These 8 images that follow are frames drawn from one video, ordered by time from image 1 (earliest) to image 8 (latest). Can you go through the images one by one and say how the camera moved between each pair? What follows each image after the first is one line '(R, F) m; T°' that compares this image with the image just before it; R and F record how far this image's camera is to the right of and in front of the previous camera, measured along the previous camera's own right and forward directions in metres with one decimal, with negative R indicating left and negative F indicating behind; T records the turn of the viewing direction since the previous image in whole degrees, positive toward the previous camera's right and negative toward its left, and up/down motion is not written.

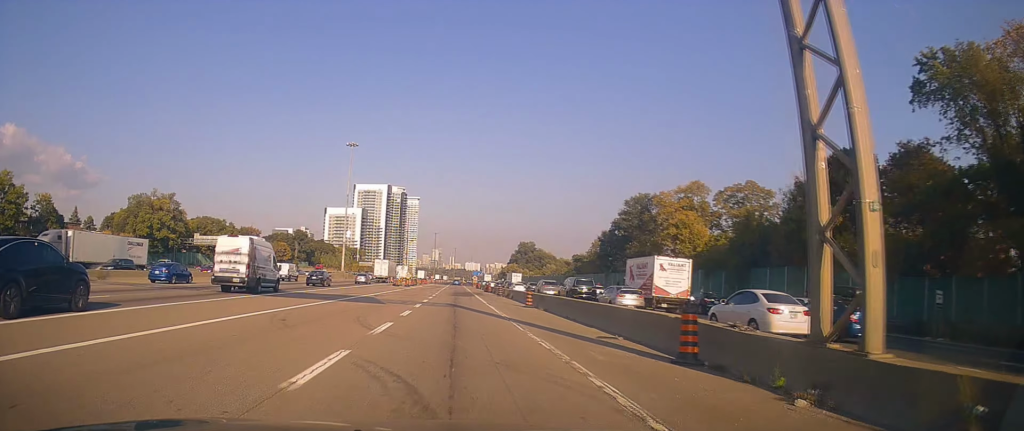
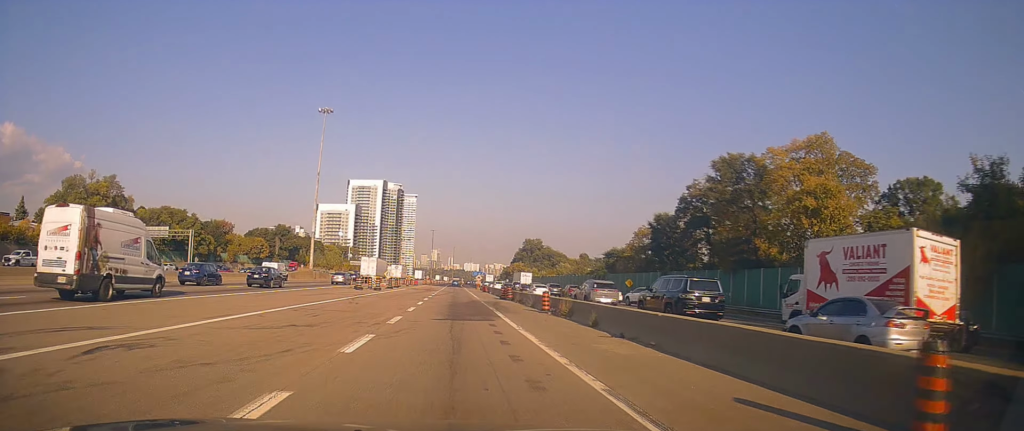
(+0.1, +28.6) m; 0°
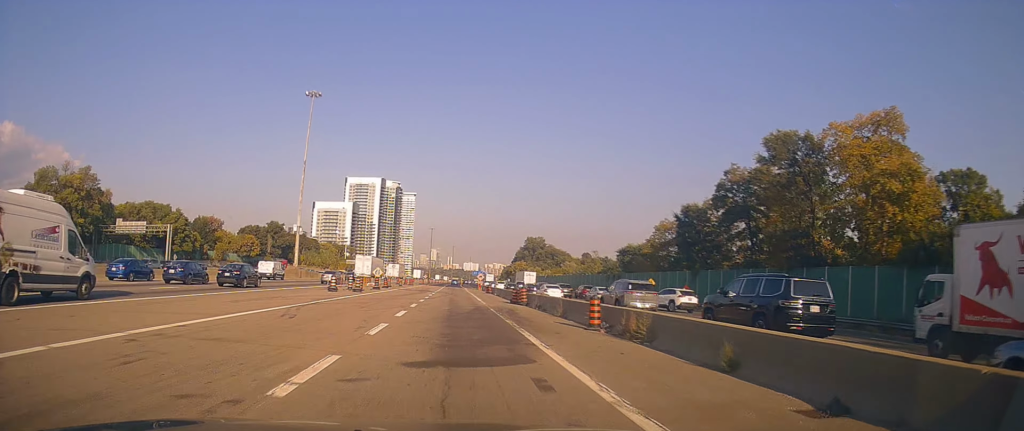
(0.0, +9.8) m; 0°
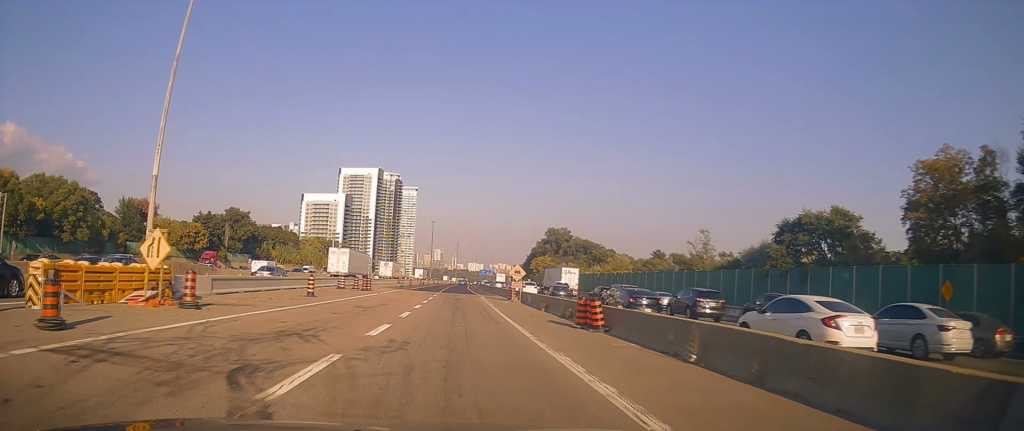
(+0.2, +50.2) m; 0°
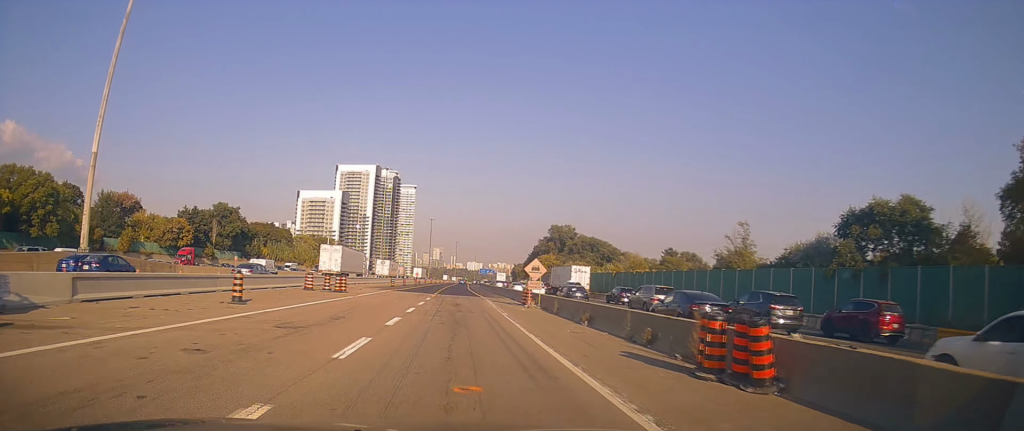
(0.0, +9.8) m; 0°
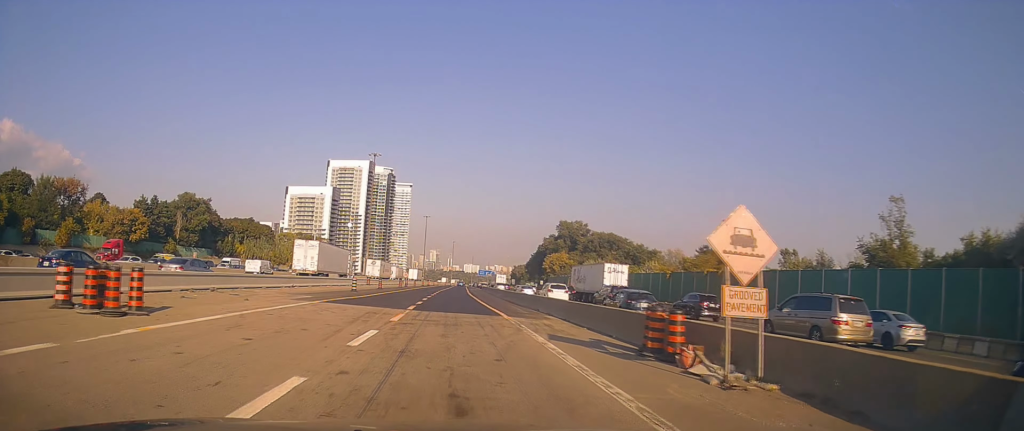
(+0.2, +23.5) m; +1°
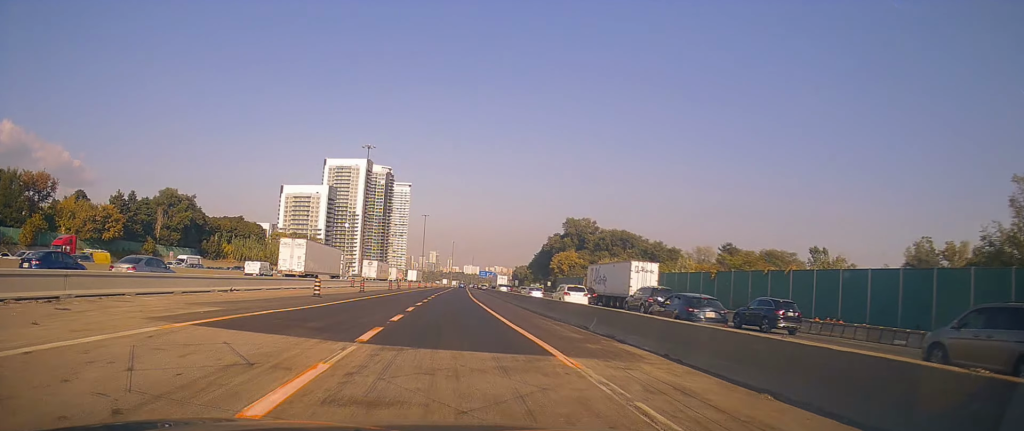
(+0.2, +11.4) m; 0°
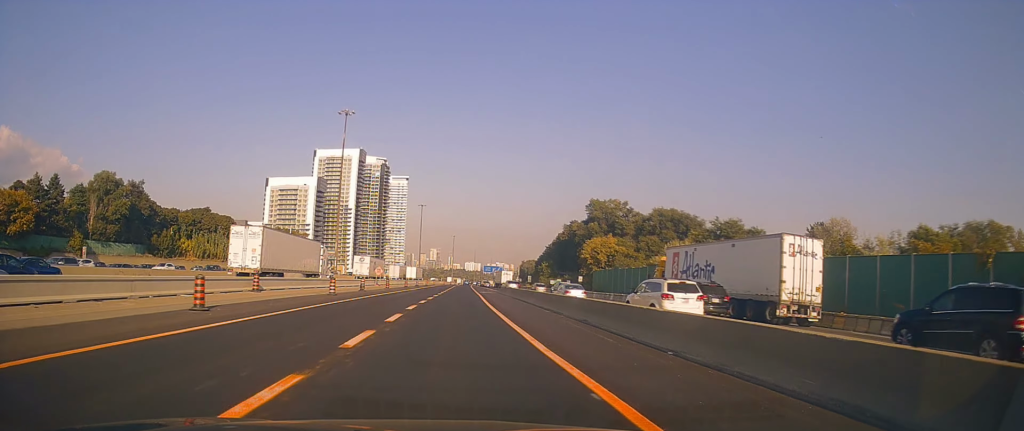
(-0.5, +31.3) m; -1°
